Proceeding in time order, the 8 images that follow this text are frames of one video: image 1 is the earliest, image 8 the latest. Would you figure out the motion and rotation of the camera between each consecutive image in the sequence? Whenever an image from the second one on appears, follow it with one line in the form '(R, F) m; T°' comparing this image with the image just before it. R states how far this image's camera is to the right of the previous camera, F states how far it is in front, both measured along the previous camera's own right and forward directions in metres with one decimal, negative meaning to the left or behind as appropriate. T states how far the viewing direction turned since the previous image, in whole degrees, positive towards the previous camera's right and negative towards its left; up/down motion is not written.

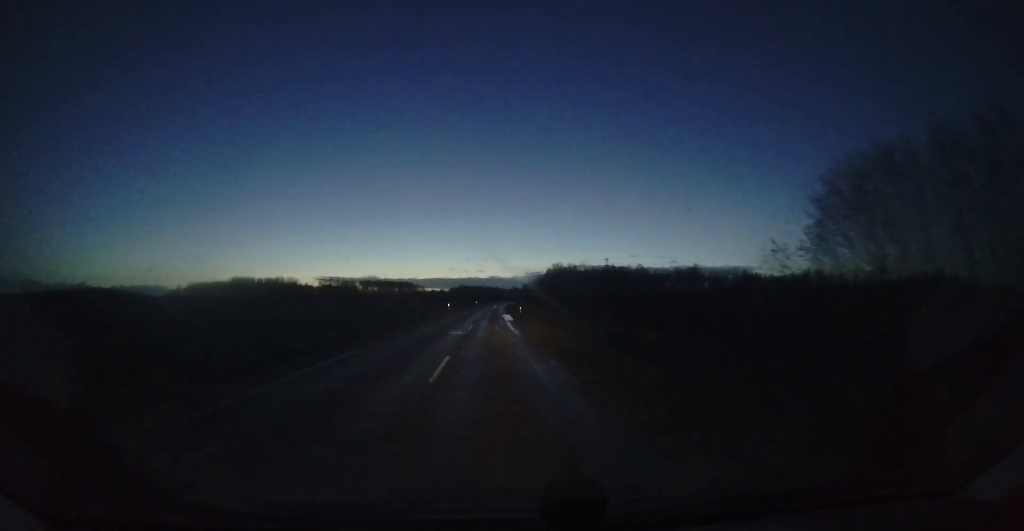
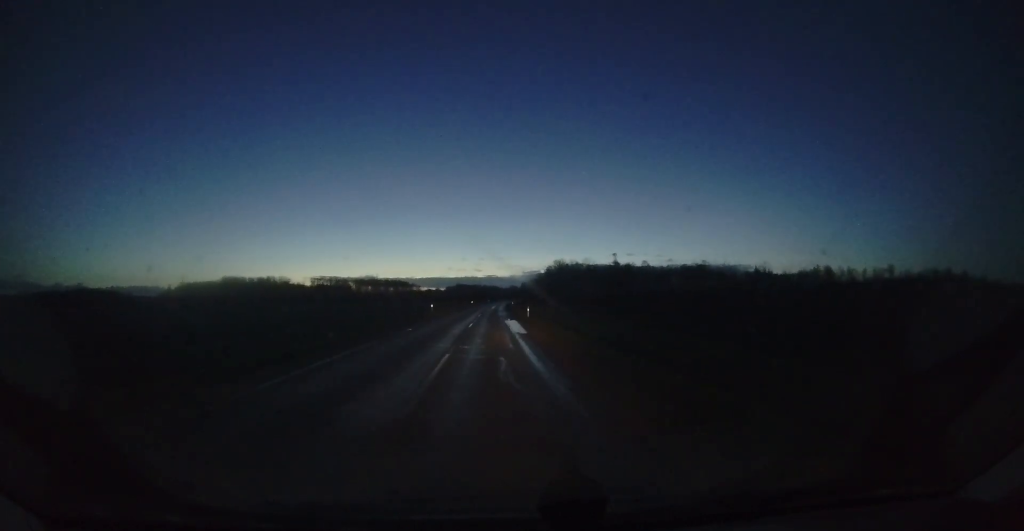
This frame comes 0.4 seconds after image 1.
(+0.1, +11.6) m; 0°
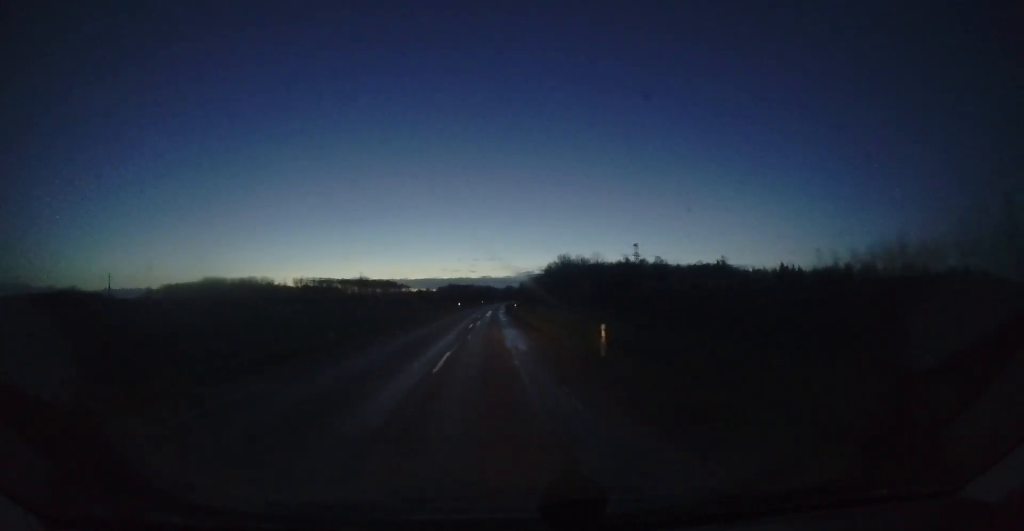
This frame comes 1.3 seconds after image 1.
(+0.1, +23.3) m; +1°
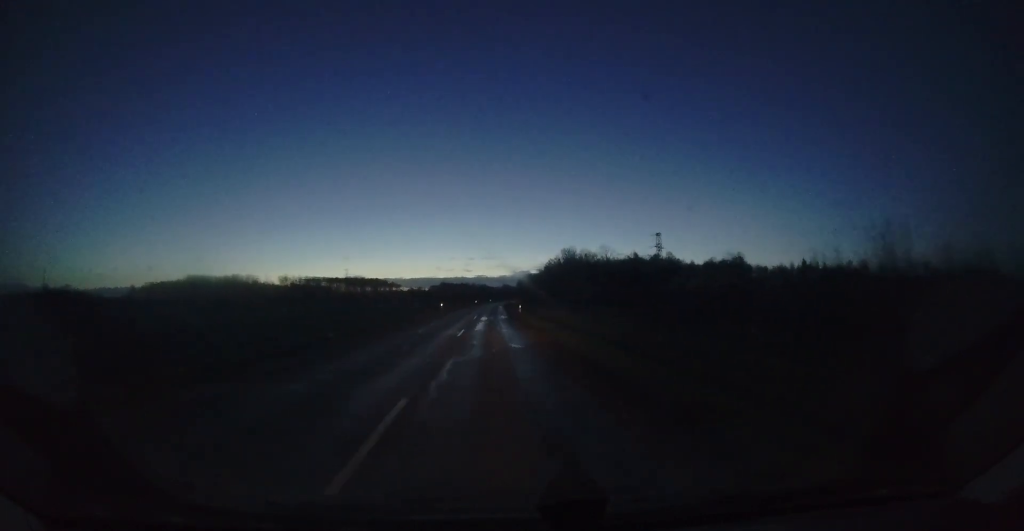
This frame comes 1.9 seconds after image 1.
(0.0, +17.1) m; +1°
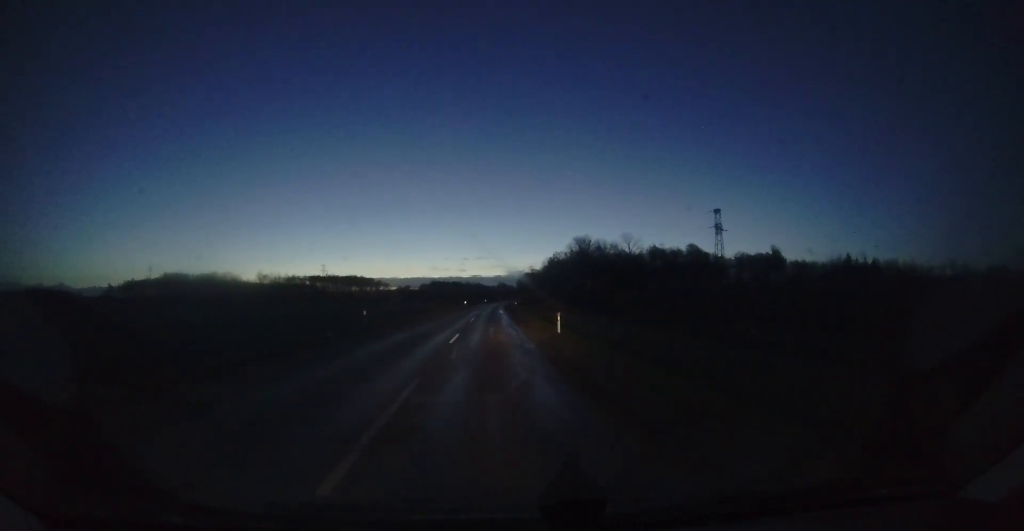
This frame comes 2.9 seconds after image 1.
(+0.4, +26.1) m; +1°
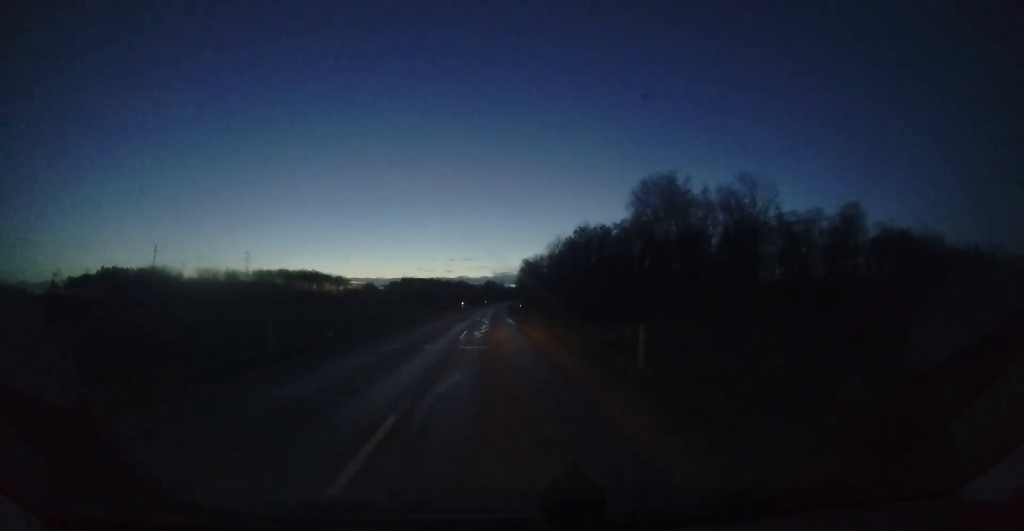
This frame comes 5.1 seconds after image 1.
(0.0, +59.0) m; +1°
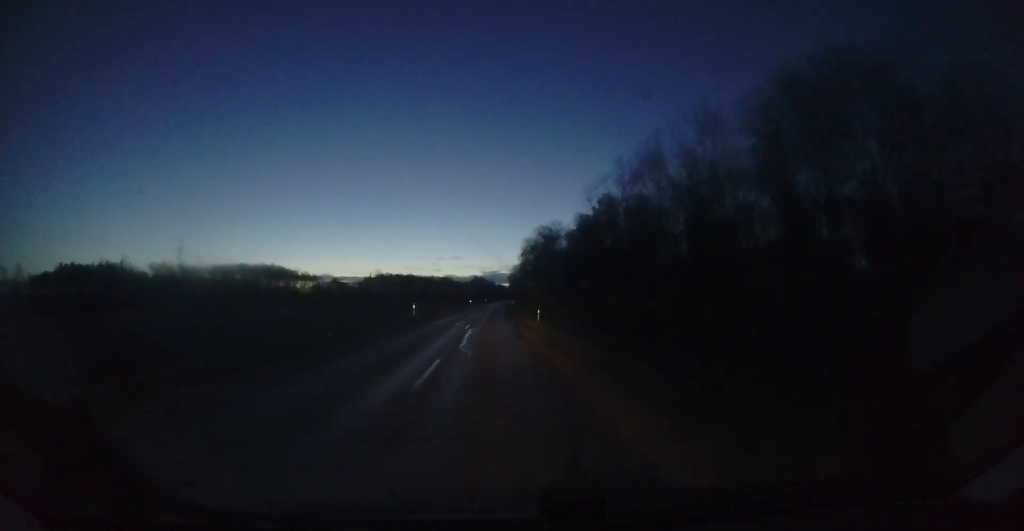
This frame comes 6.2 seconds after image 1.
(+0.5, +31.8) m; +2°
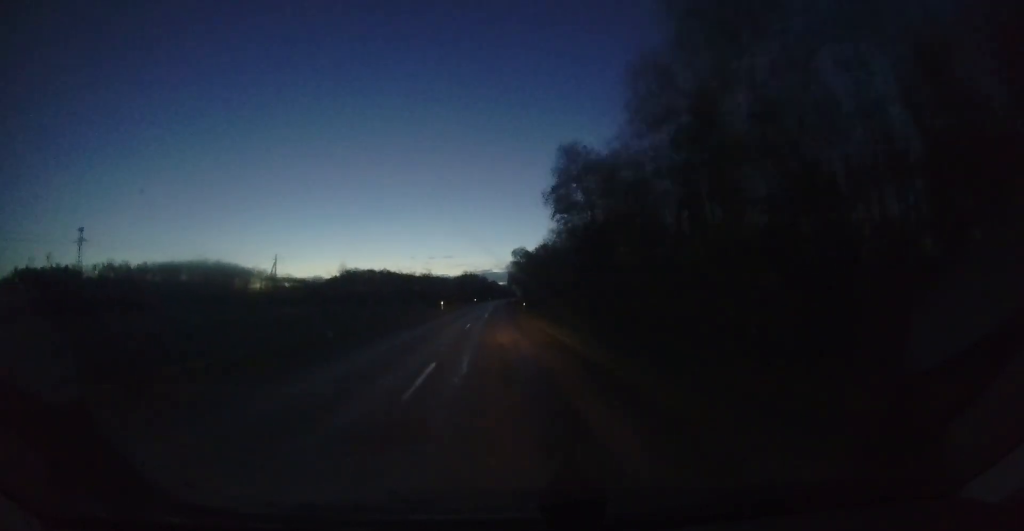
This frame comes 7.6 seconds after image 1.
(+1.0, +37.0) m; +4°
